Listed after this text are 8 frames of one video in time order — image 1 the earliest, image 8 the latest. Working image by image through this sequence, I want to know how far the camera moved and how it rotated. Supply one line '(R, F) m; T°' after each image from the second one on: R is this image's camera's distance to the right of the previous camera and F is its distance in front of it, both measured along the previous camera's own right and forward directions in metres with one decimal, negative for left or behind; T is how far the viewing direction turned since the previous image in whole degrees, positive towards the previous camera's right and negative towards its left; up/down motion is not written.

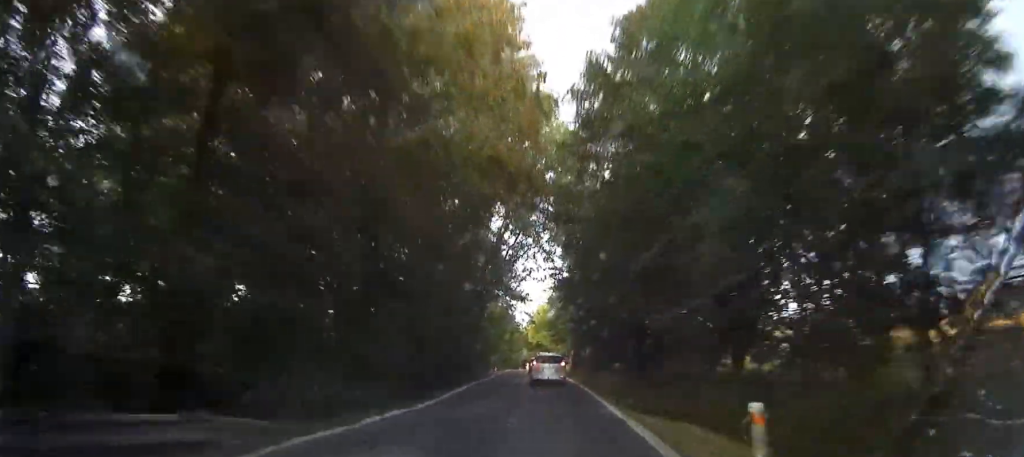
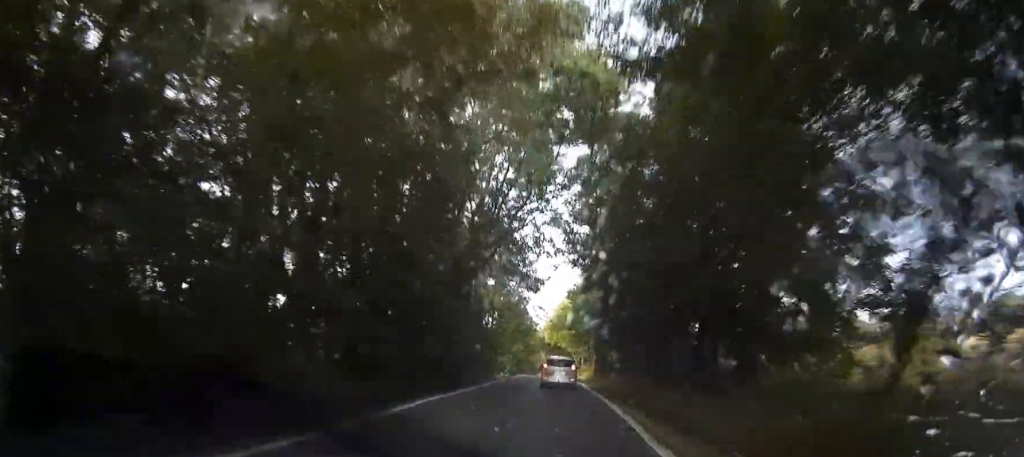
(0.0, +13.7) m; -1°
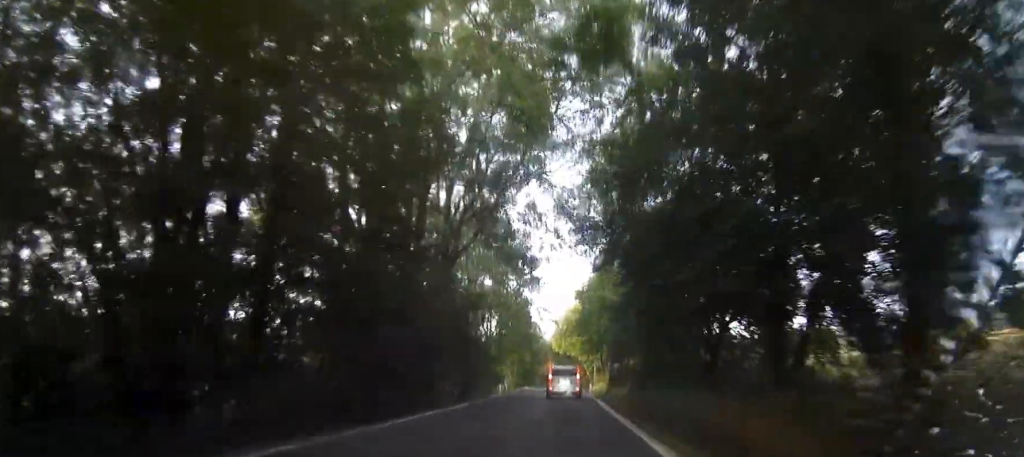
(+0.1, +9.3) m; -1°
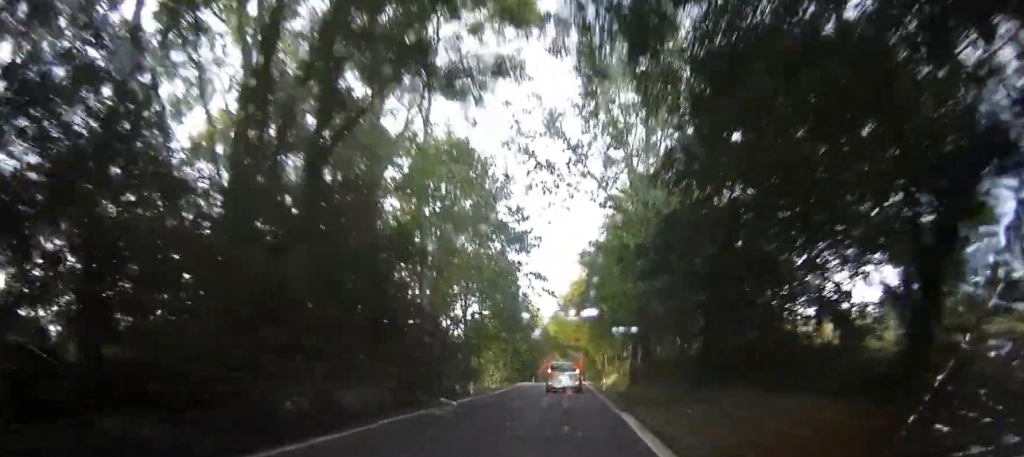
(-0.6, +16.4) m; -2°
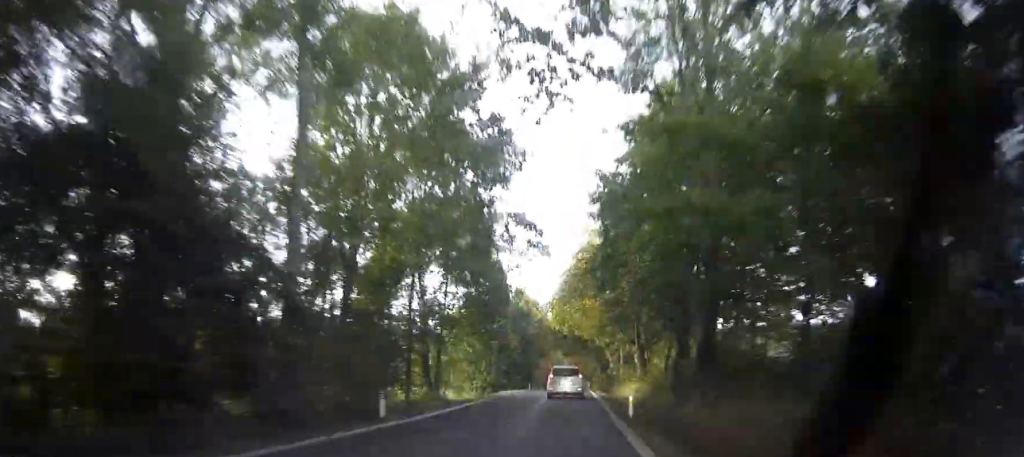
(-0.1, +16.9) m; -1°
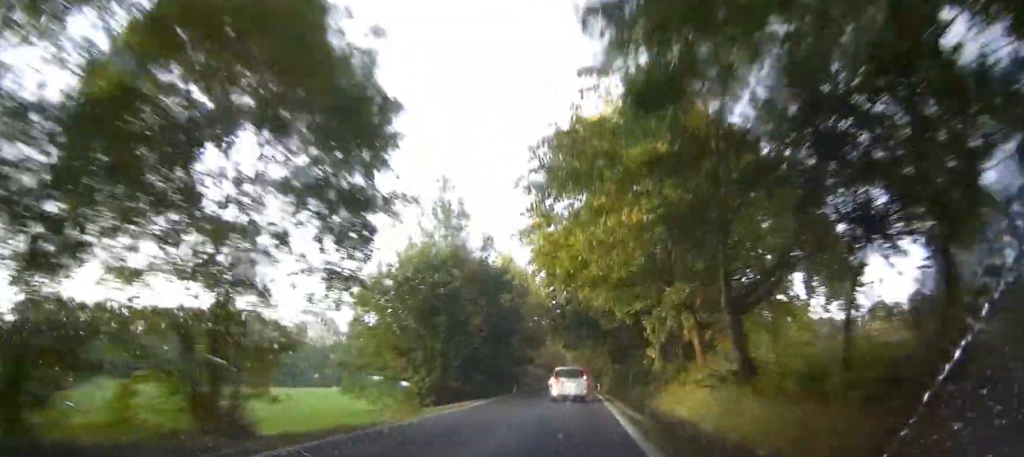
(-0.3, +23.4) m; -1°
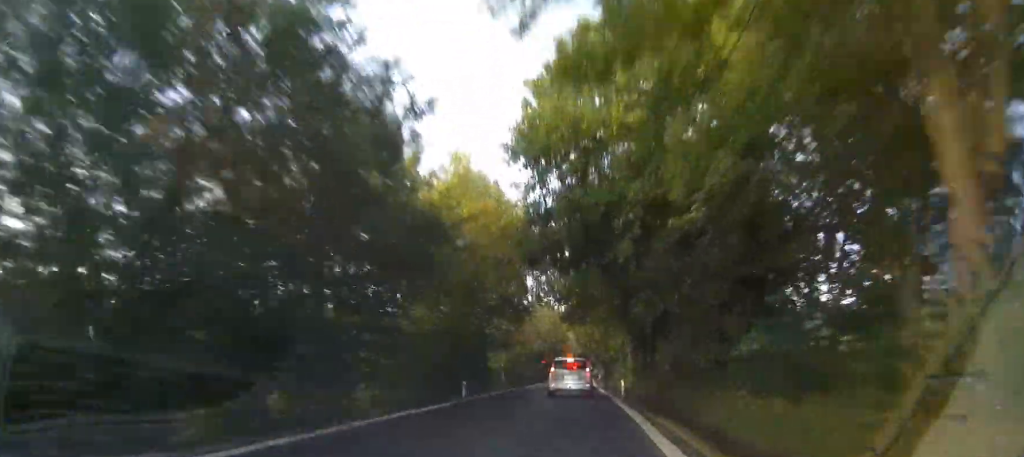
(-0.4, +27.6) m; -1°
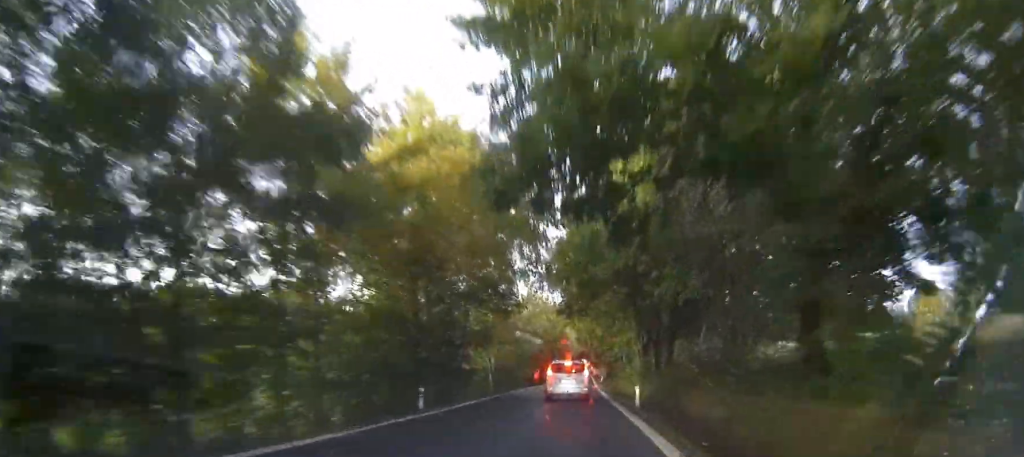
(+0.1, +8.4) m; 0°
